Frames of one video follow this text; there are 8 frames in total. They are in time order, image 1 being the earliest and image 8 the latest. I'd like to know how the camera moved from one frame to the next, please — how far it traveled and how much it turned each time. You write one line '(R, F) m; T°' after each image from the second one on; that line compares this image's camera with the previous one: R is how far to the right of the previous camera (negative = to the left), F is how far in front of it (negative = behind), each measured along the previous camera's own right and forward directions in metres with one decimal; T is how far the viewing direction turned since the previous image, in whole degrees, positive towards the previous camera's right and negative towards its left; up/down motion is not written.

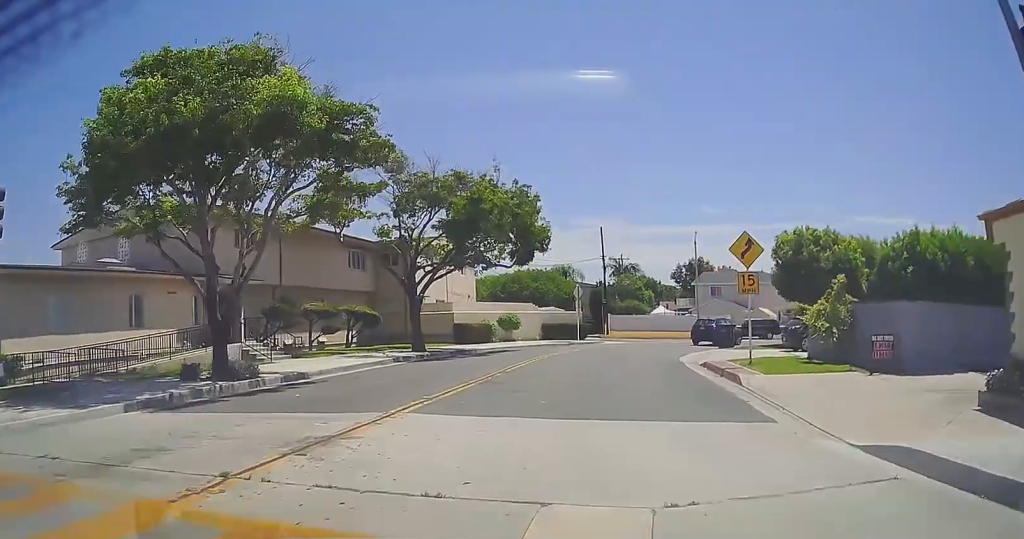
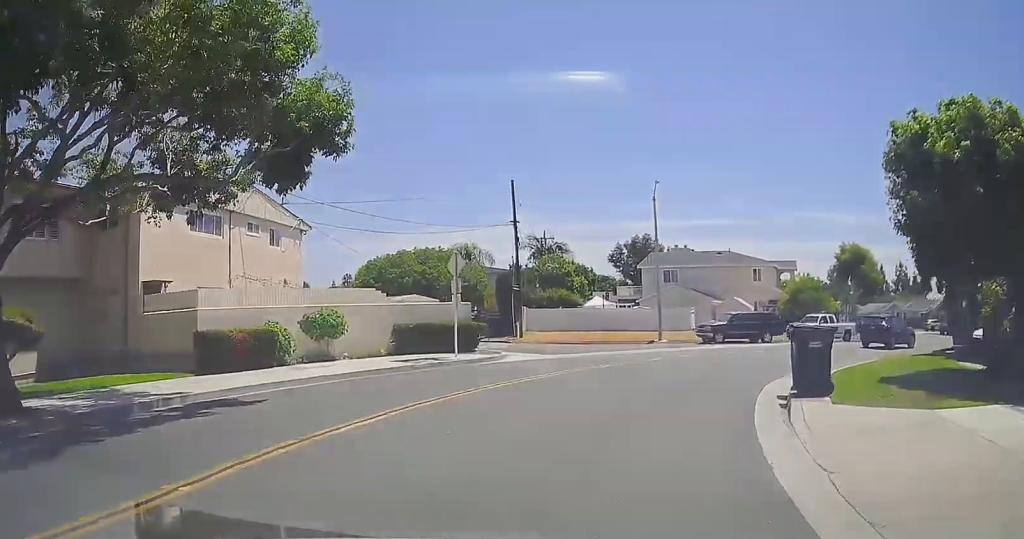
(+1.3, +18.9) m; +9°
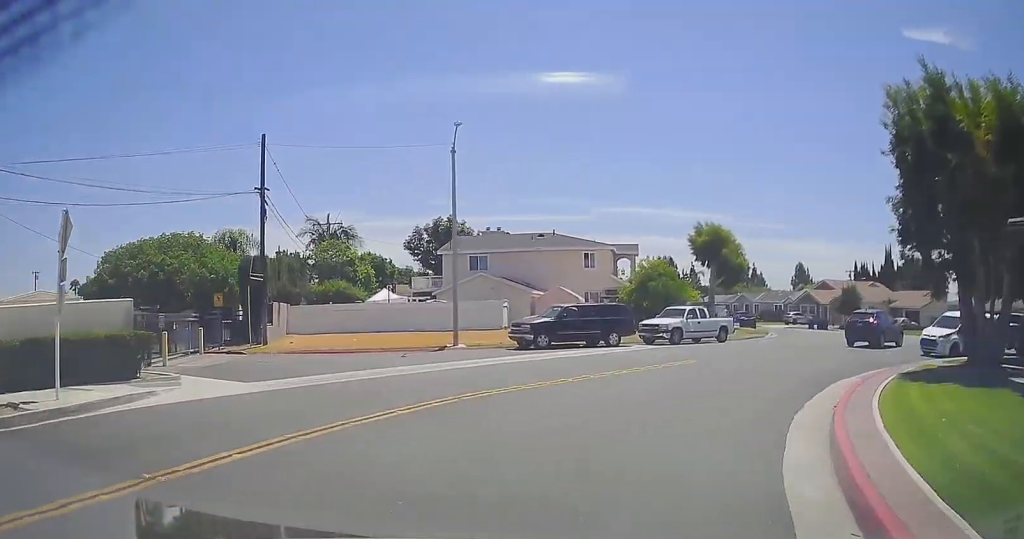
(+0.8, +11.3) m; +12°
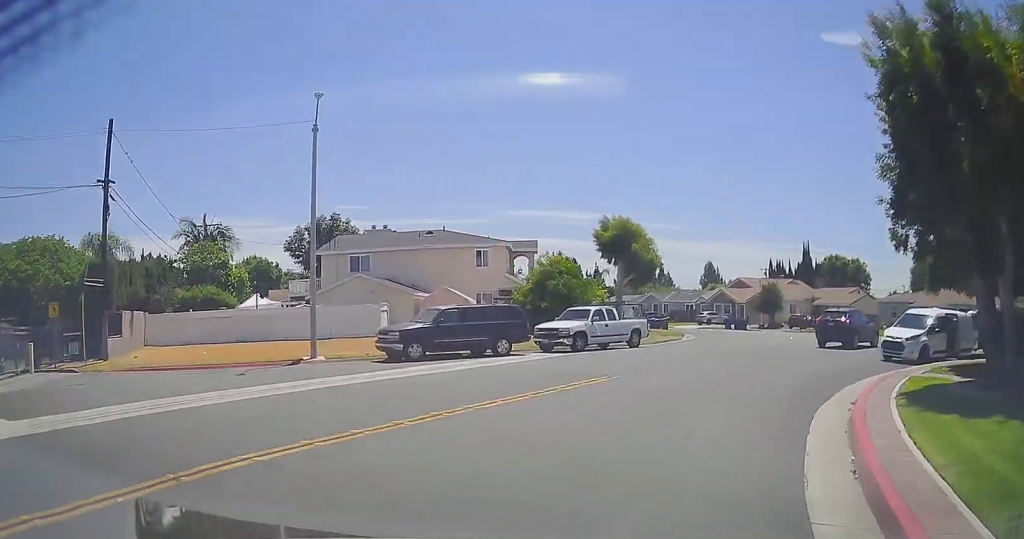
(-0.1, +4.6) m; +7°
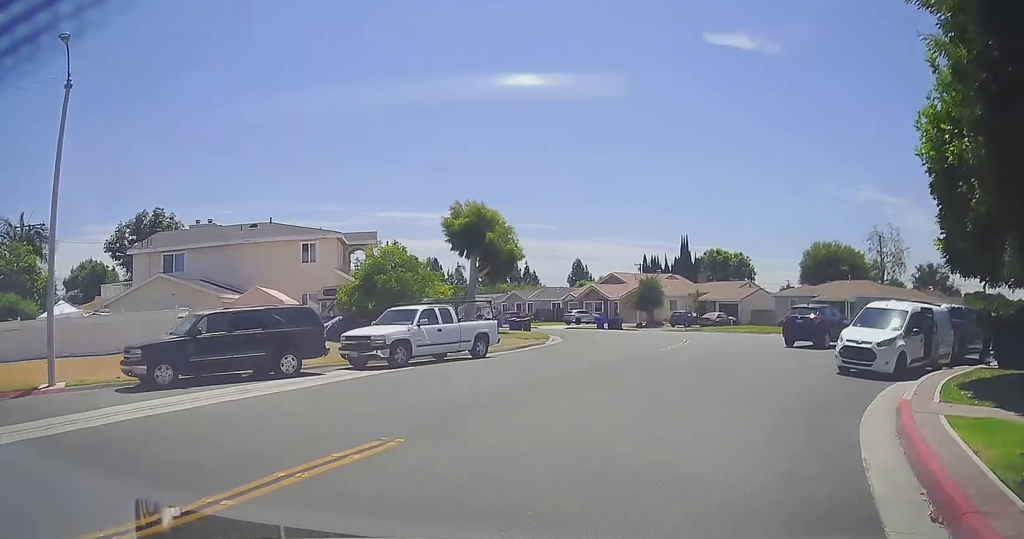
(+1.1, +6.9) m; +12°
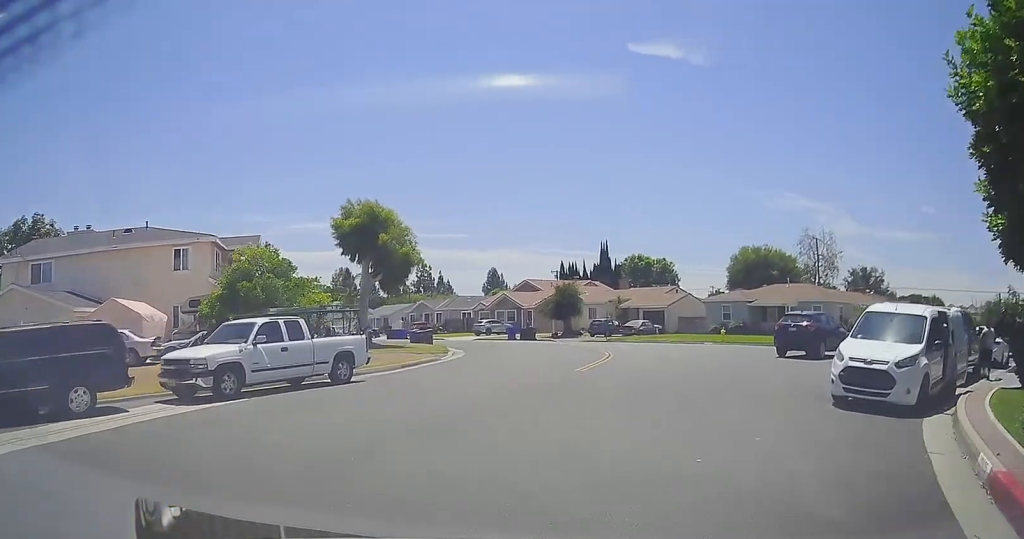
(+0.3, +4.8) m; +7°
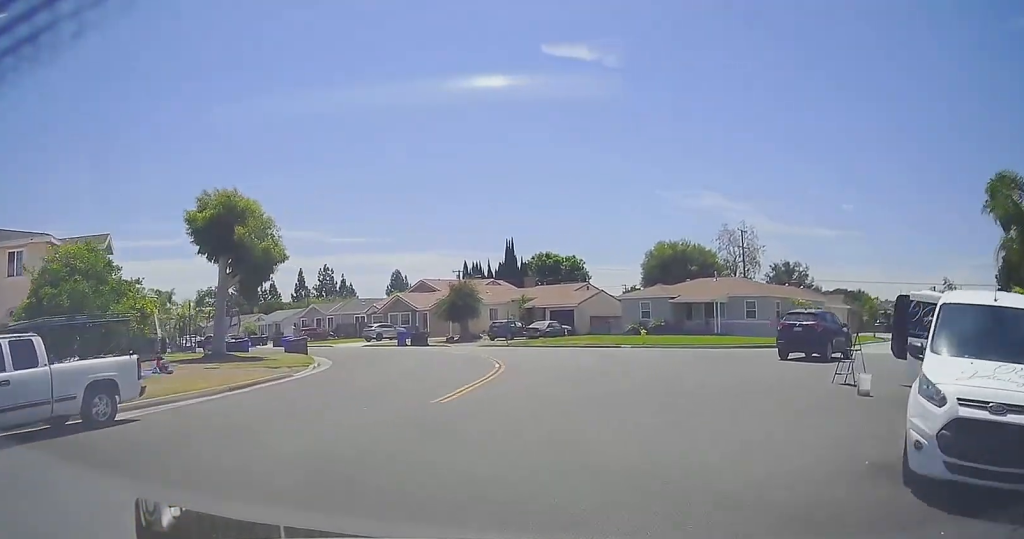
(+0.6, +5.8) m; +7°
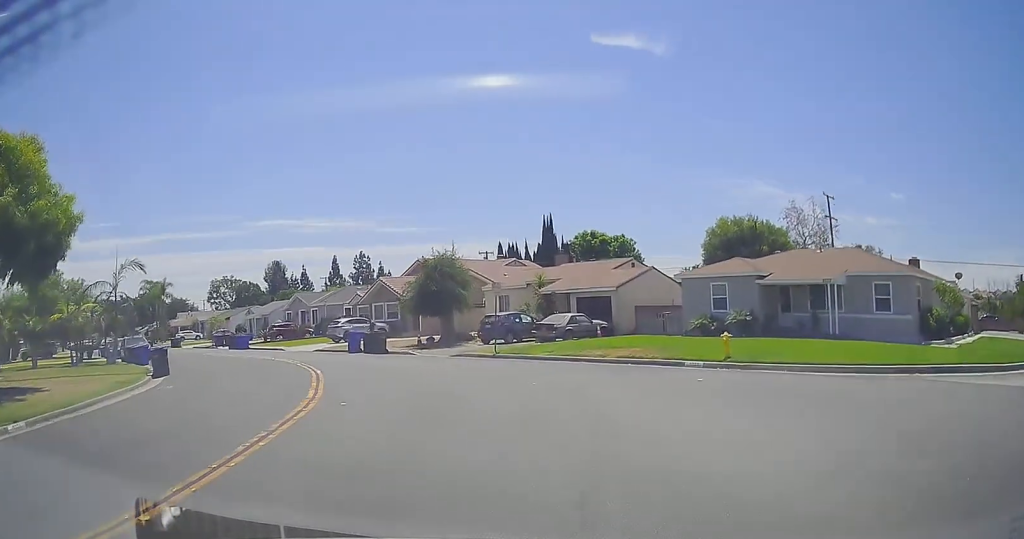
(+1.1, +18.0) m; -3°
